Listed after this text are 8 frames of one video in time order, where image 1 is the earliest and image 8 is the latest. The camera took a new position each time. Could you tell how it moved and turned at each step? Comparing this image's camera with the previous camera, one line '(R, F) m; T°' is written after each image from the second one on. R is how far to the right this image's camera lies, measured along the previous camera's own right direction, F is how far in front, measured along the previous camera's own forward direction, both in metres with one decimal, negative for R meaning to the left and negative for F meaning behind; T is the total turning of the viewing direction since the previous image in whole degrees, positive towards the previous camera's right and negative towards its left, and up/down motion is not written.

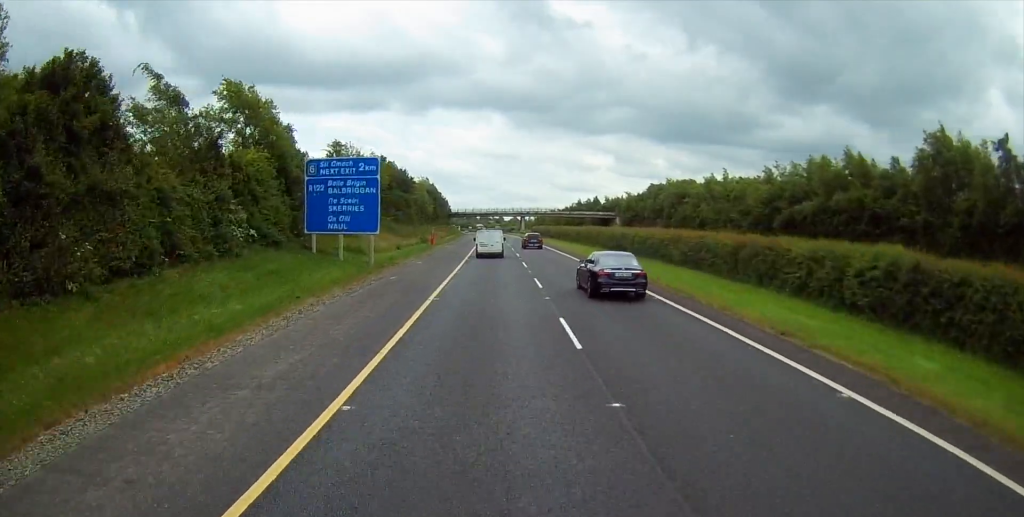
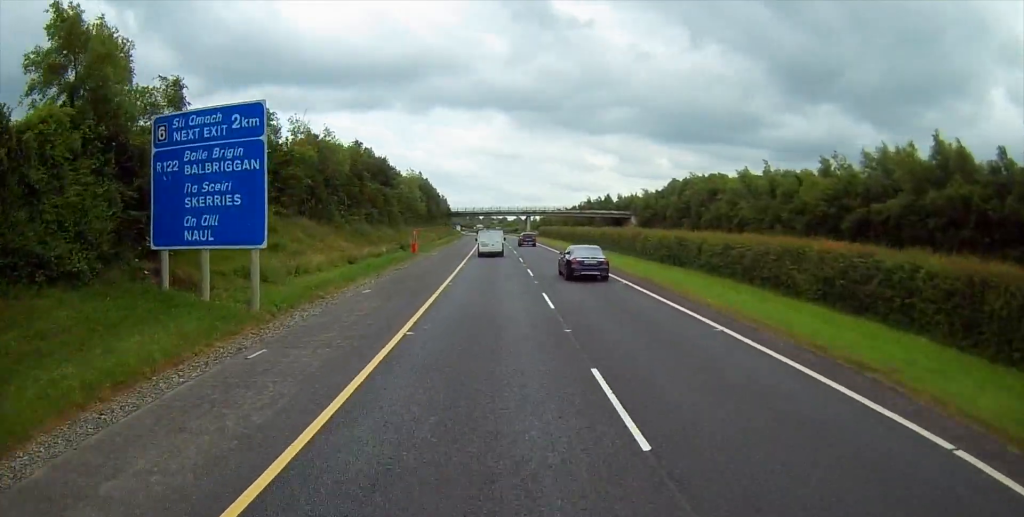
(+0.2, +17.7) m; 0°
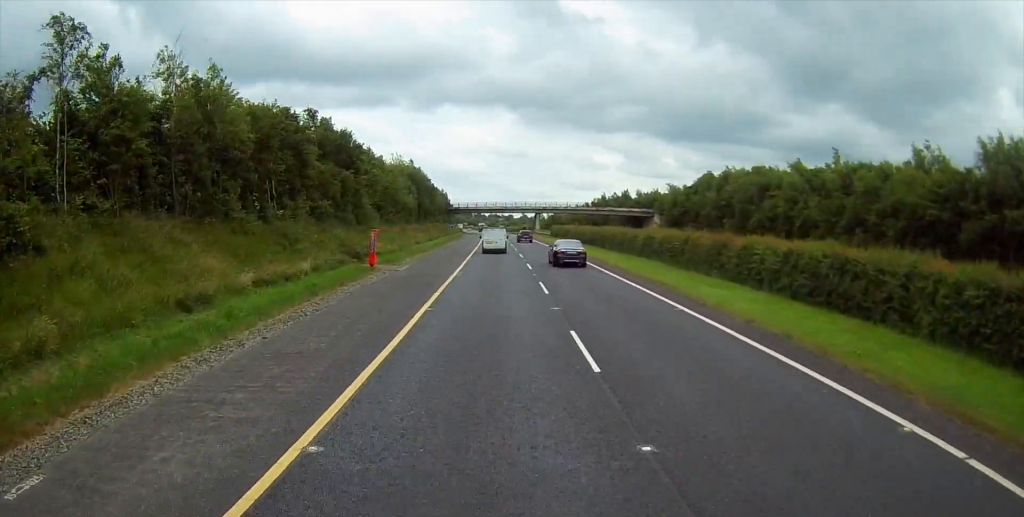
(-0.2, +20.0) m; -1°
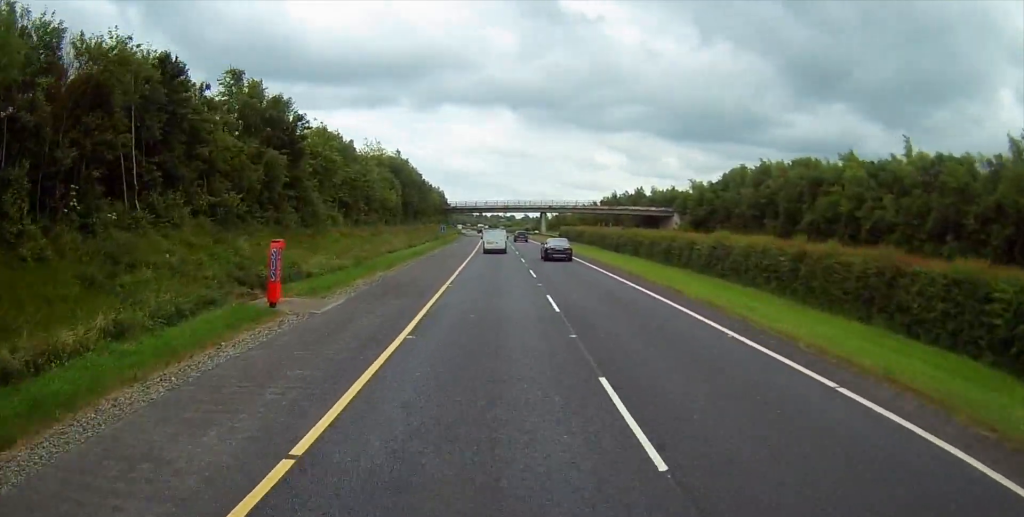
(-0.2, +16.2) m; -1°
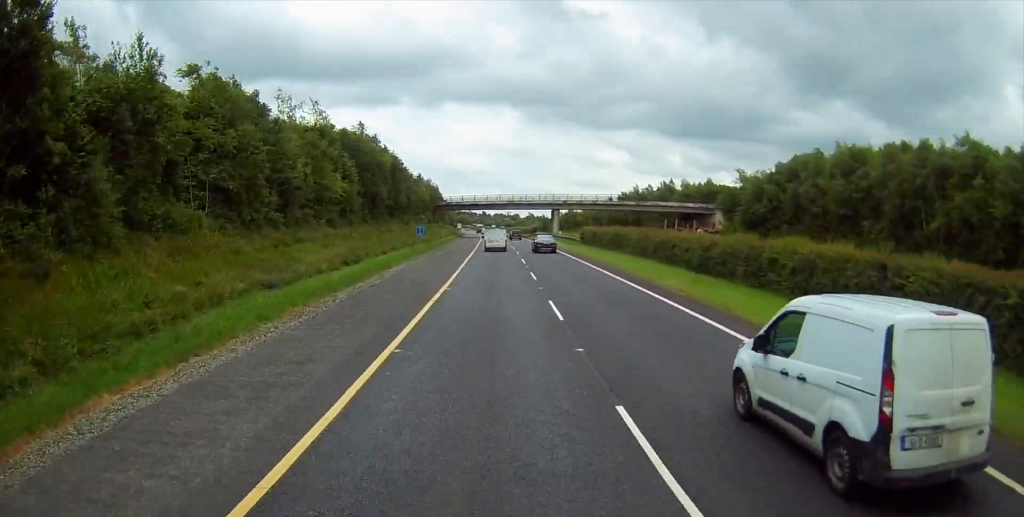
(-0.1, +25.4) m; 0°
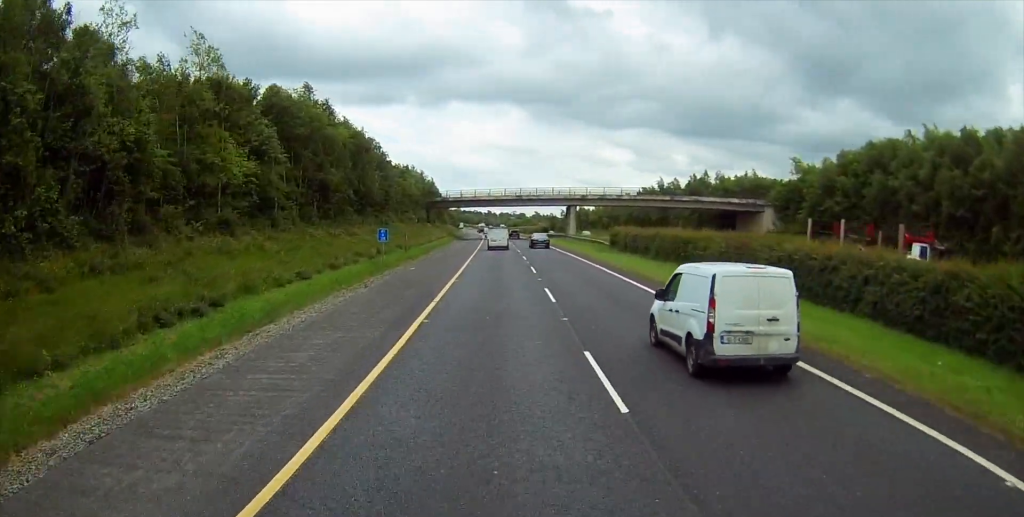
(+0.1, +20.1) m; 0°
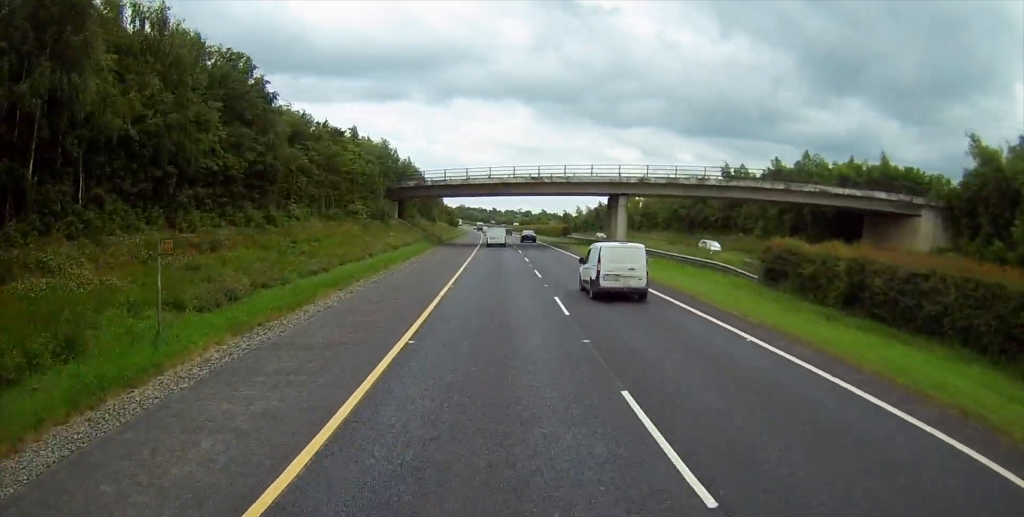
(-0.3, +38.9) m; -1°
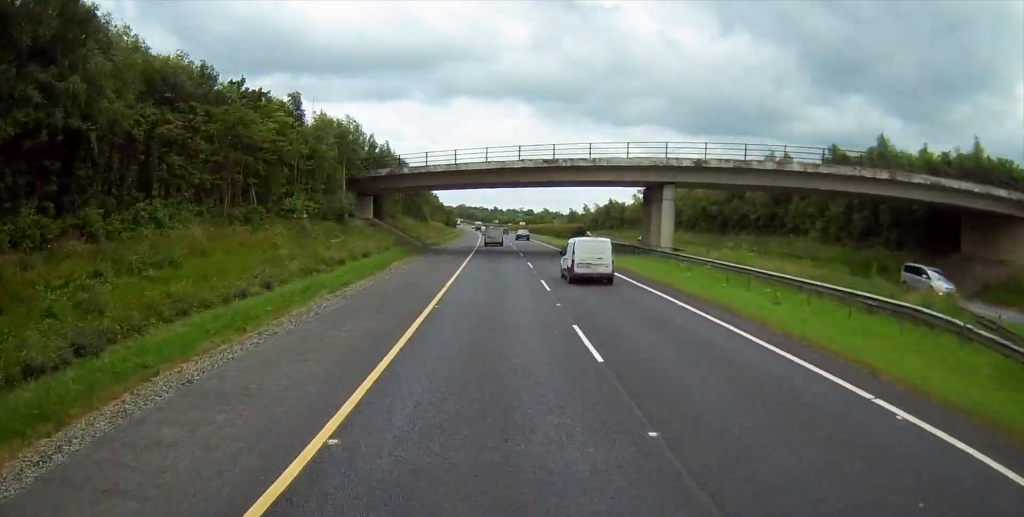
(0.0, +17.9) m; 0°
